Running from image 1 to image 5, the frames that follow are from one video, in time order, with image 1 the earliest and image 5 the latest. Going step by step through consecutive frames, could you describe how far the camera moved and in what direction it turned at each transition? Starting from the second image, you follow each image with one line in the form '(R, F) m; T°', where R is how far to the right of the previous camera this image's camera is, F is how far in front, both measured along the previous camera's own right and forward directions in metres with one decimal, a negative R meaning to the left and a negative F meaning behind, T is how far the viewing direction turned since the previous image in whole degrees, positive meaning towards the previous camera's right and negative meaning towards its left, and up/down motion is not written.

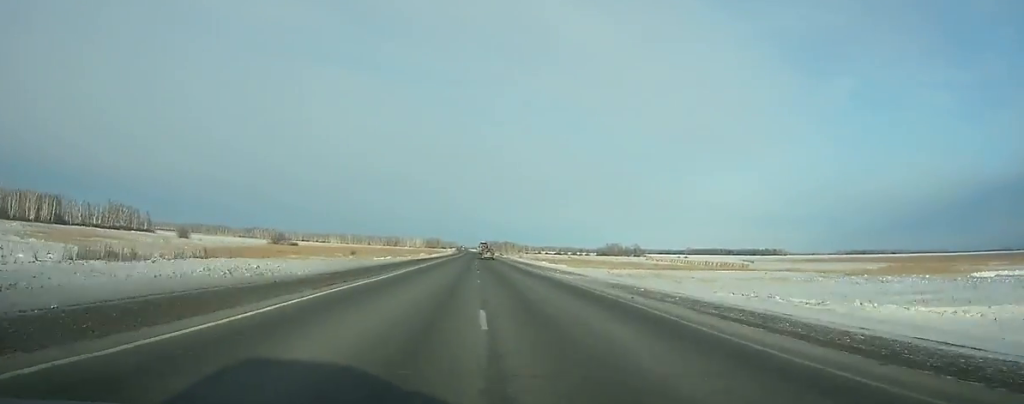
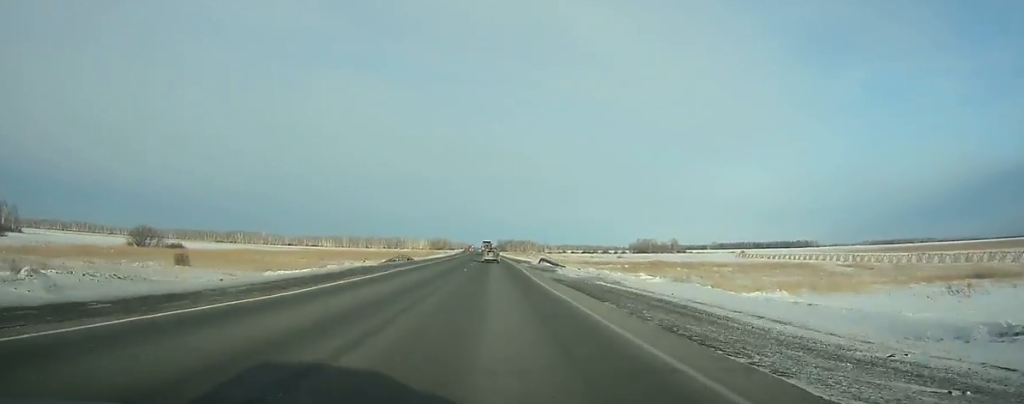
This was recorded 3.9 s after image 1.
(-0.9, +114.1) m; -1°
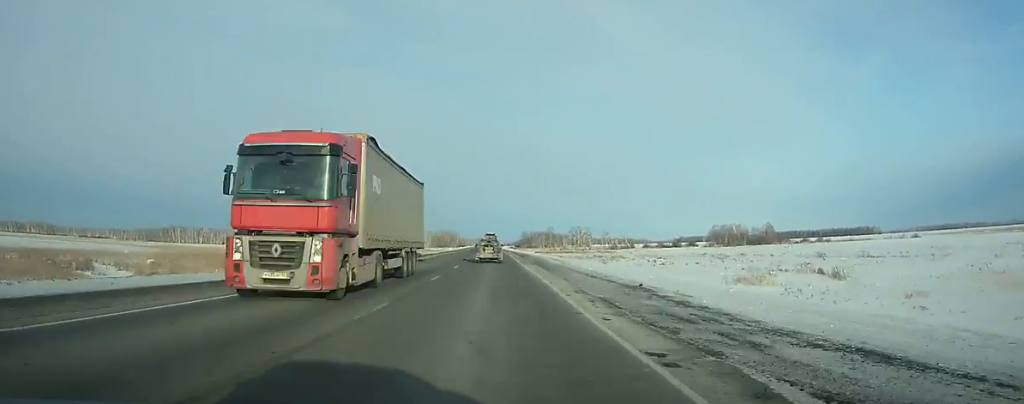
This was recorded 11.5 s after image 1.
(-2.7, +208.3) m; -2°
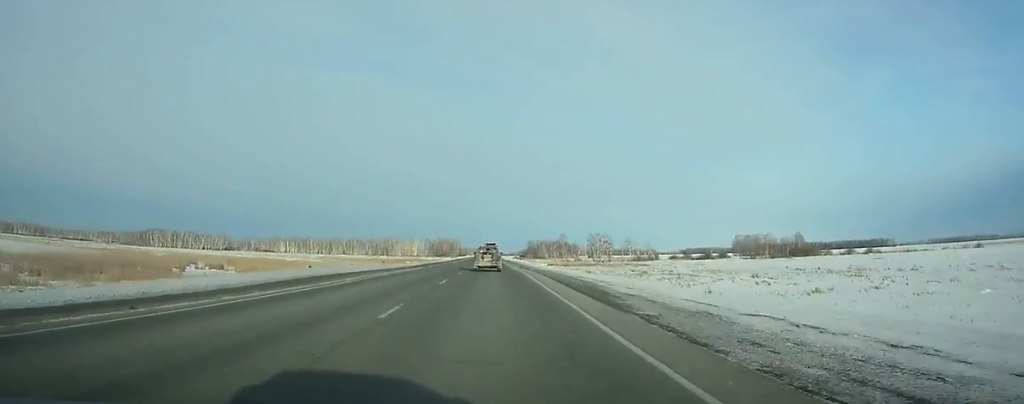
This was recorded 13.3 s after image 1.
(-0.3, +46.9) m; -1°
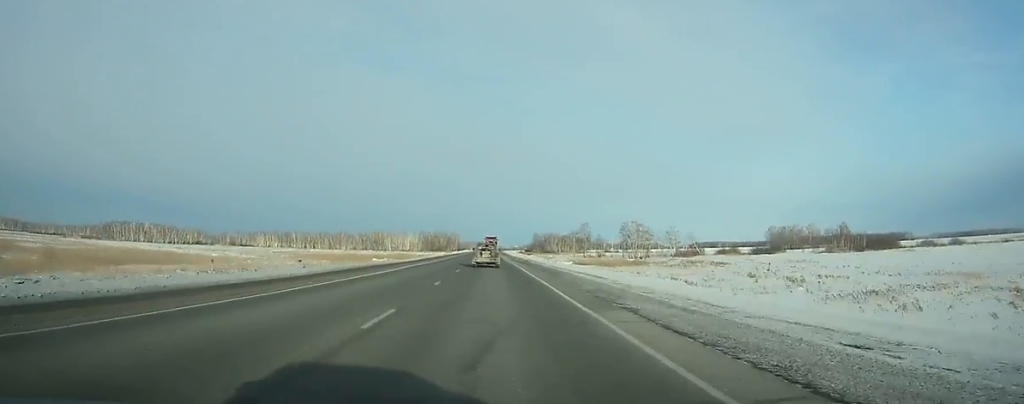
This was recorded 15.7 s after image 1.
(-0.5, +61.9) m; -1°
